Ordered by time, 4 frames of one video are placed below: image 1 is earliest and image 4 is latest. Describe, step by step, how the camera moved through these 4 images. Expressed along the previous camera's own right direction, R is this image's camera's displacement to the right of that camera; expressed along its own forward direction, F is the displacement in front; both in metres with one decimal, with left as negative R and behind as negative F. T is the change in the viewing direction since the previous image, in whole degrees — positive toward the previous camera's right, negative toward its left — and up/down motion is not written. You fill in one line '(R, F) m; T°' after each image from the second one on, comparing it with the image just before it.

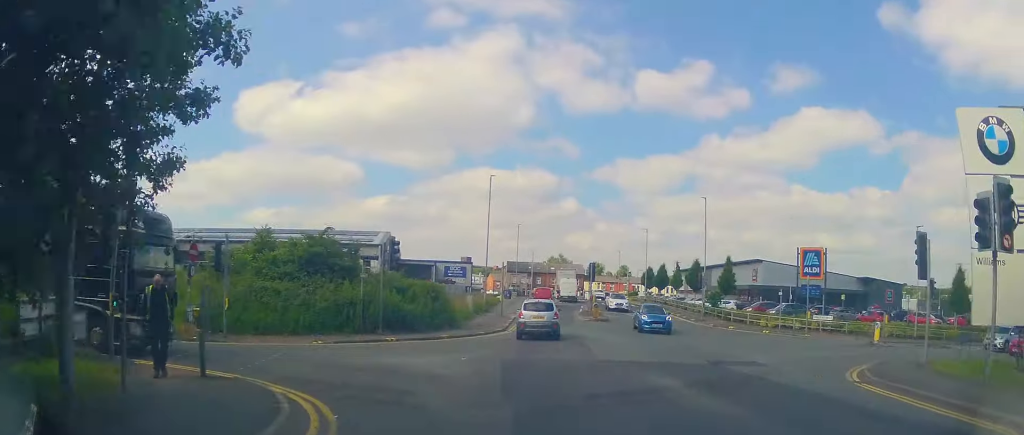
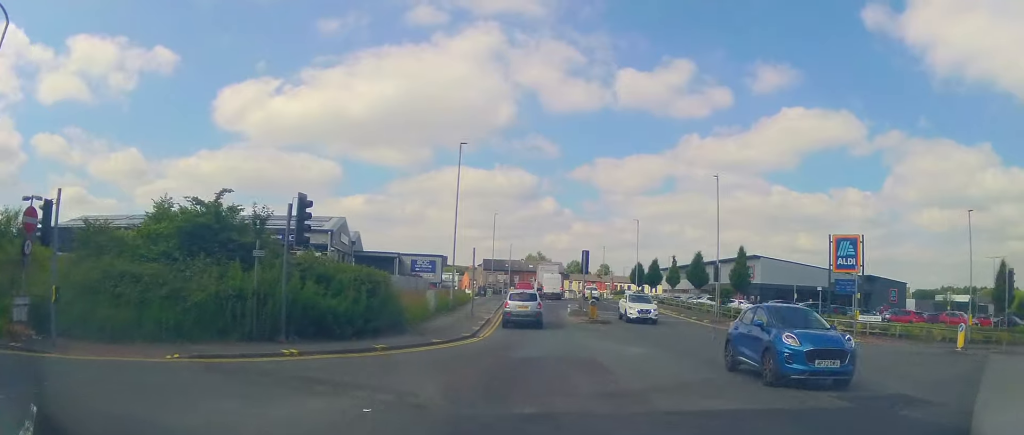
(+0.2, +7.8) m; +3°
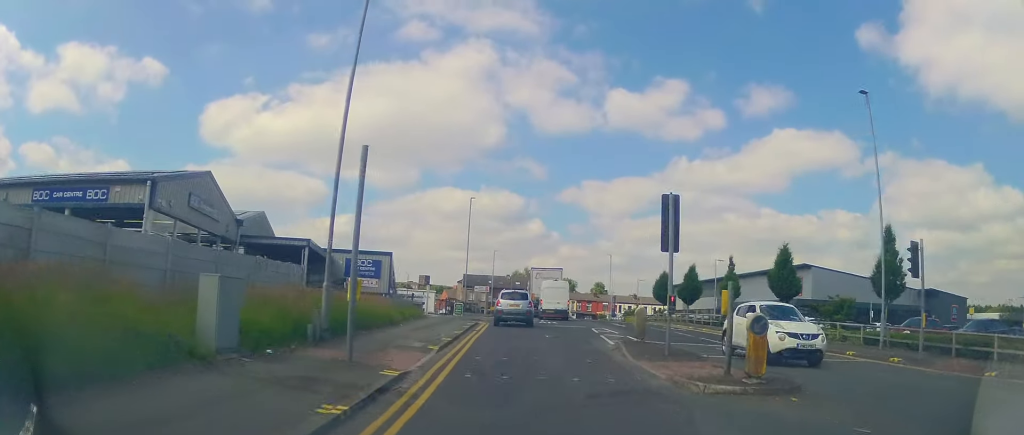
(+0.5, +20.7) m; +4°
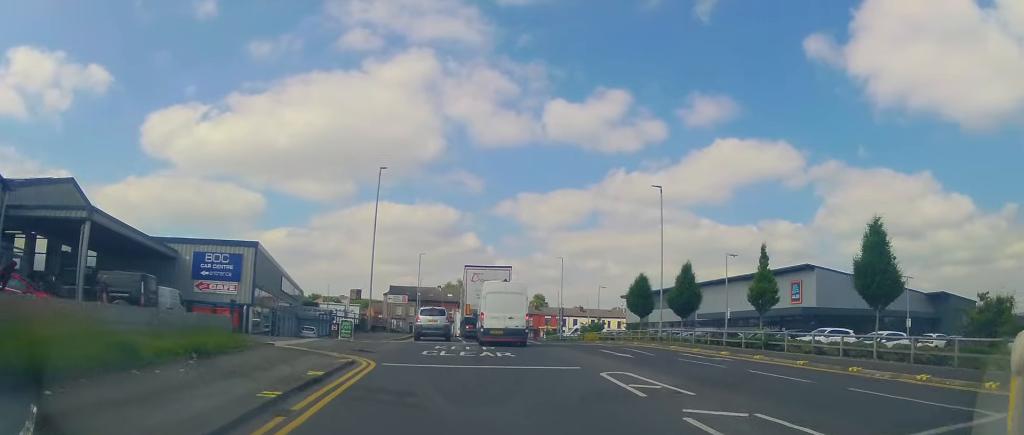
(+0.6, +15.2) m; +1°
